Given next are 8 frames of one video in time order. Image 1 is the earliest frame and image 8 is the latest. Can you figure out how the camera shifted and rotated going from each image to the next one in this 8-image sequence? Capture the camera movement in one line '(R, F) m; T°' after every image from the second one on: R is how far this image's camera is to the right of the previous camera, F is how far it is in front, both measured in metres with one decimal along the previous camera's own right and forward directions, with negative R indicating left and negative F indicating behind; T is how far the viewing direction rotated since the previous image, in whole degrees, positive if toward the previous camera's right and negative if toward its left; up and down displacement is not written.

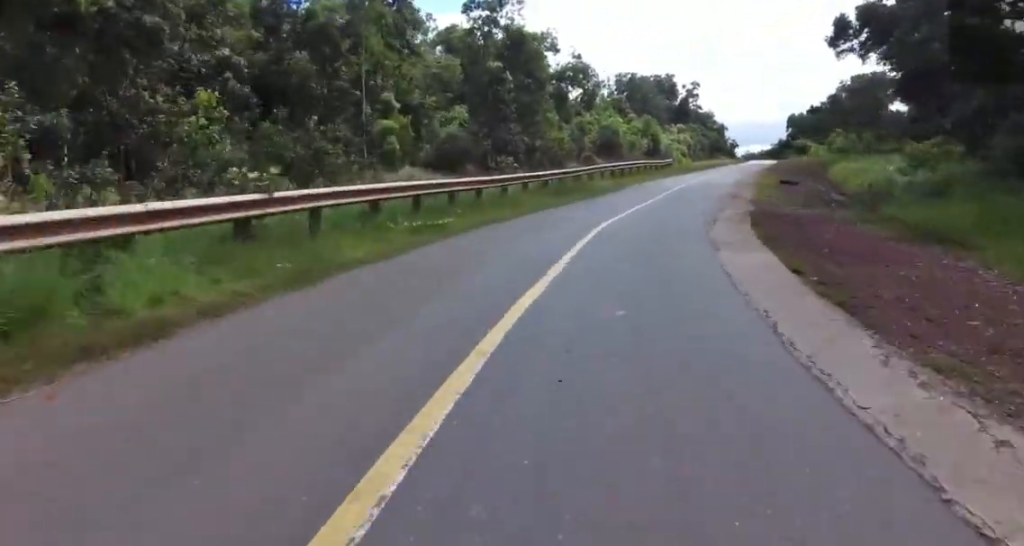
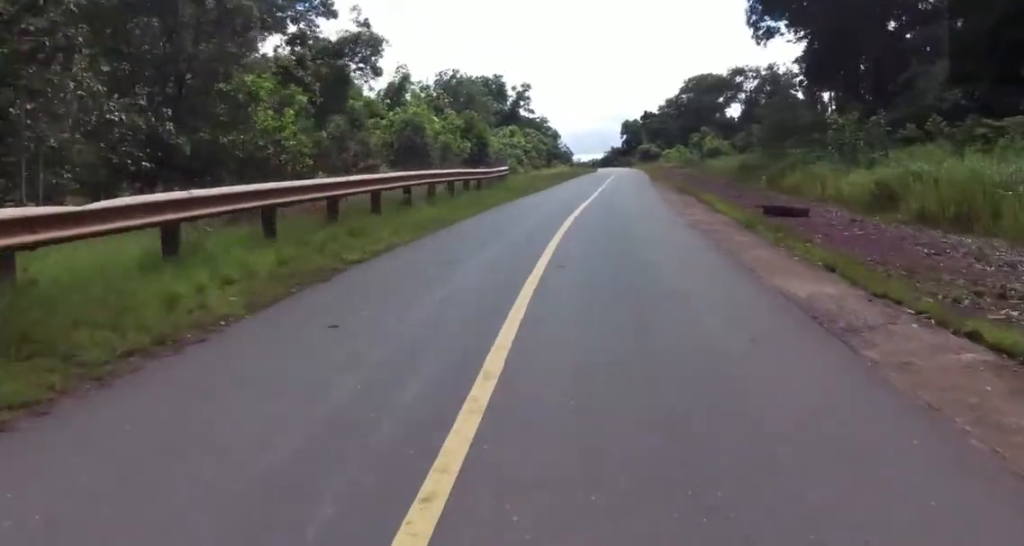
(+2.9, +22.2) m; +14°
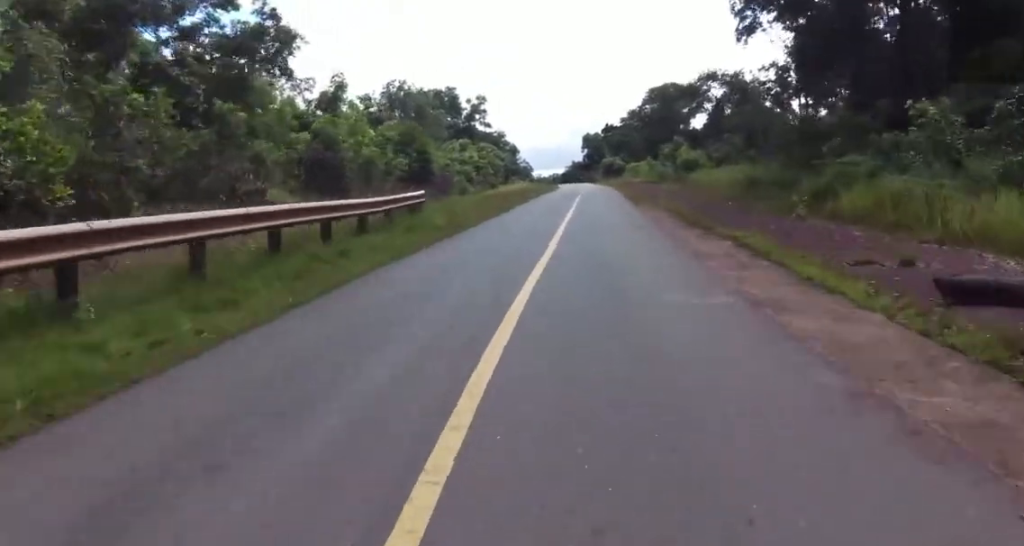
(+0.3, +9.4) m; +6°
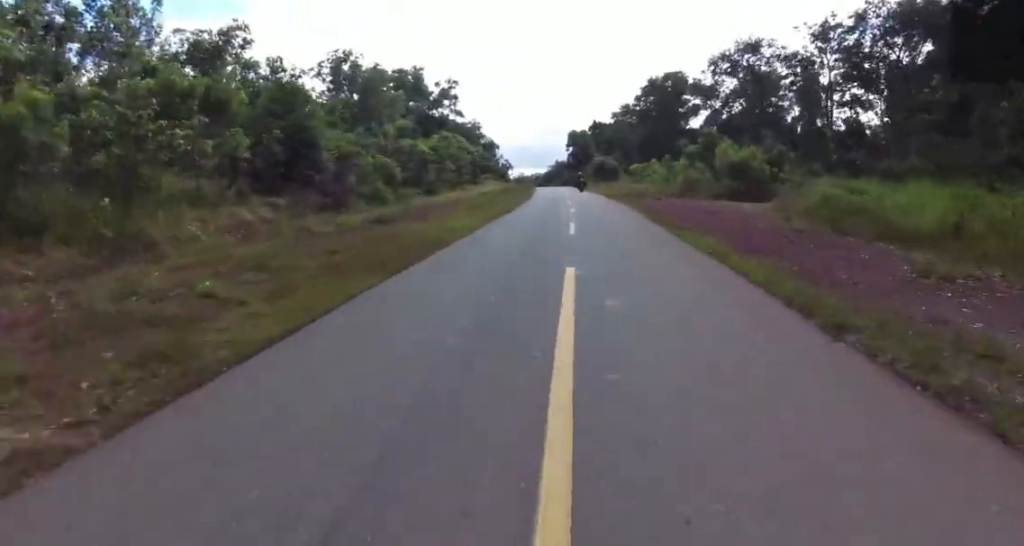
(+2.1, +24.5) m; +5°
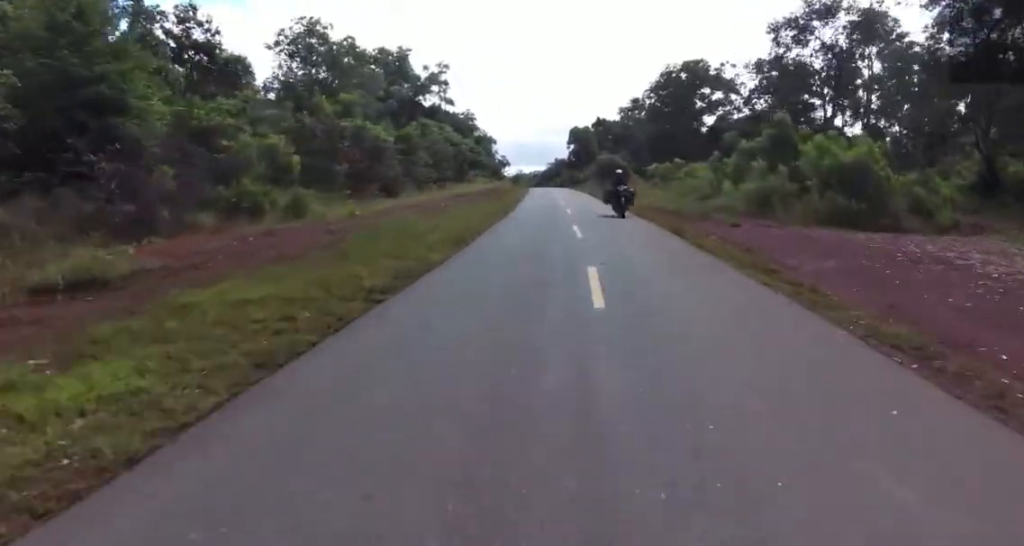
(0.0, +15.8) m; -3°
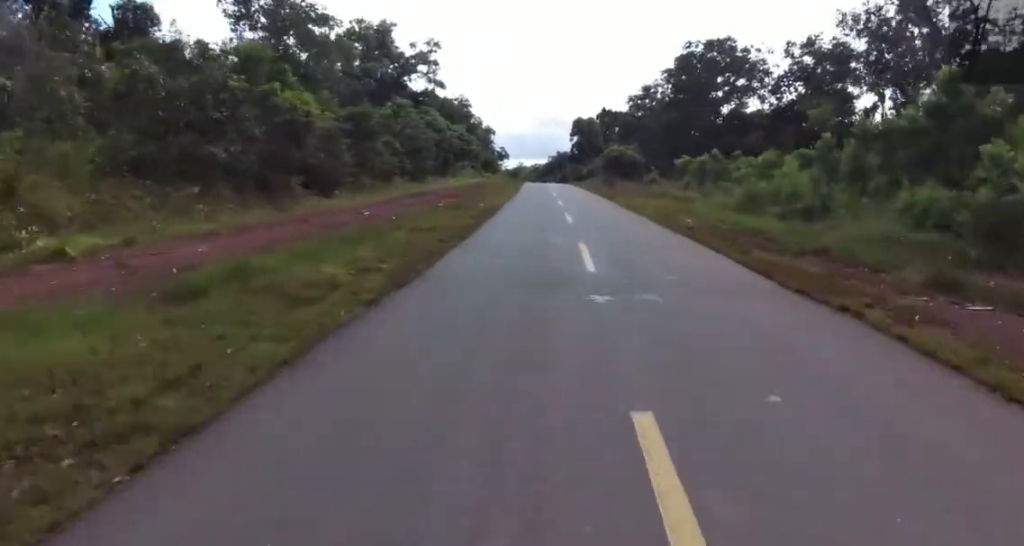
(-0.5, +14.6) m; -4°
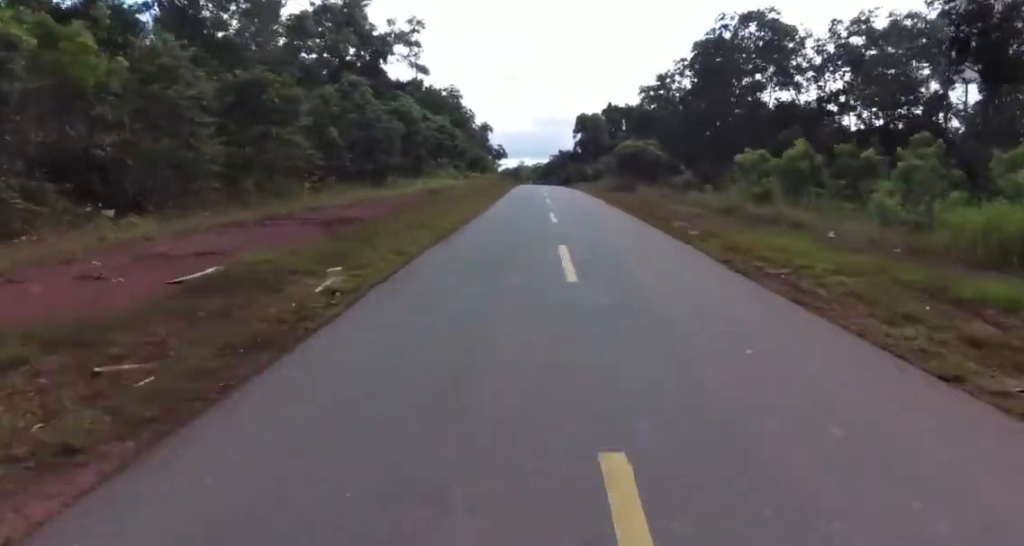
(-0.9, +17.2) m; -1°
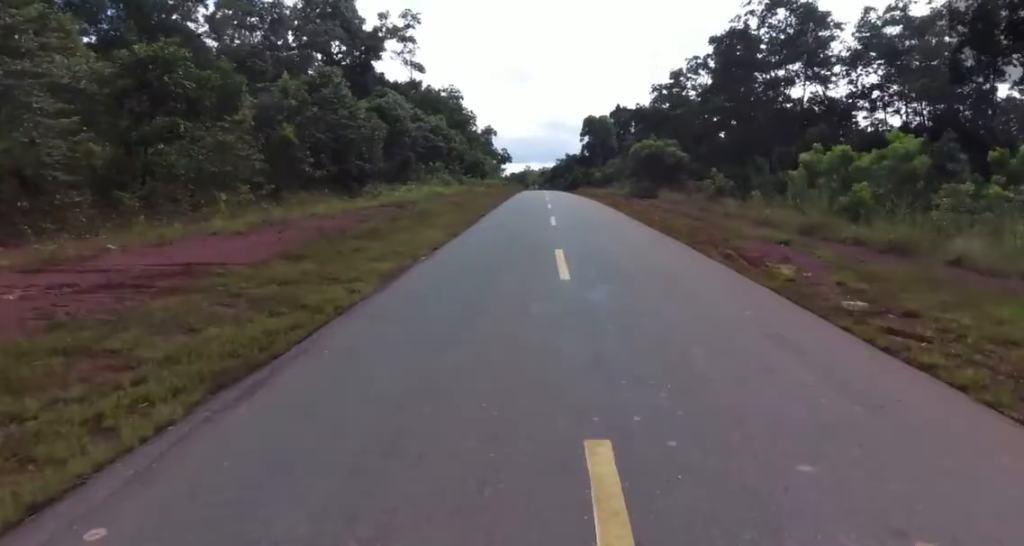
(+0.3, +8.8) m; +1°
